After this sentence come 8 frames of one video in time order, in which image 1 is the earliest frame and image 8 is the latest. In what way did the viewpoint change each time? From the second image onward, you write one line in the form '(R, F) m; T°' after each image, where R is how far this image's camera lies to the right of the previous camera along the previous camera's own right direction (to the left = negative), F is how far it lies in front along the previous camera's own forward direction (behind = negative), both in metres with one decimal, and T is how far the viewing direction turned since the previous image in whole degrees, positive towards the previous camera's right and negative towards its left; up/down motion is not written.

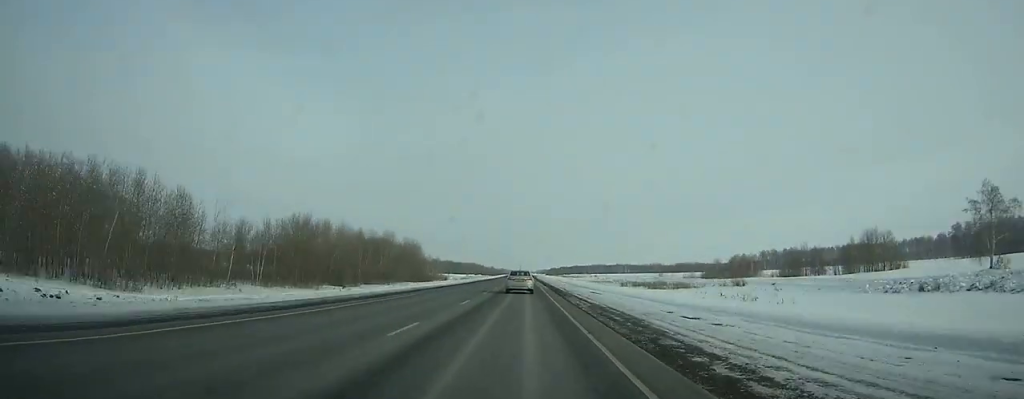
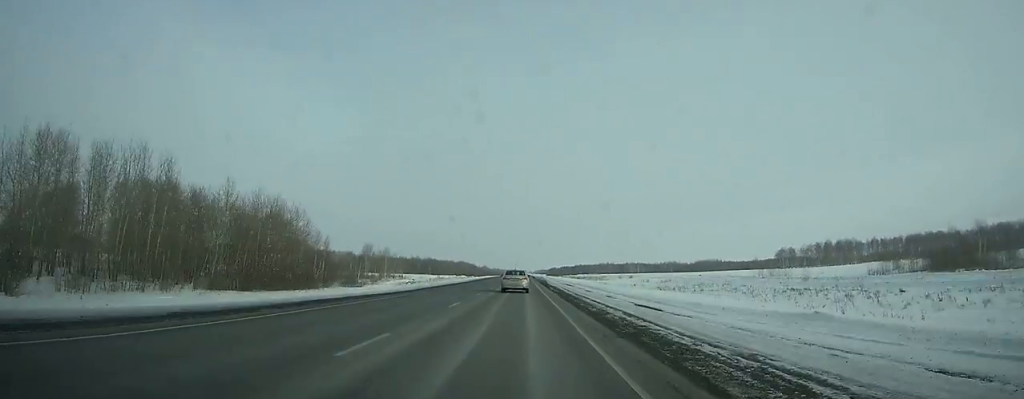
(+0.3, +111.5) m; 0°
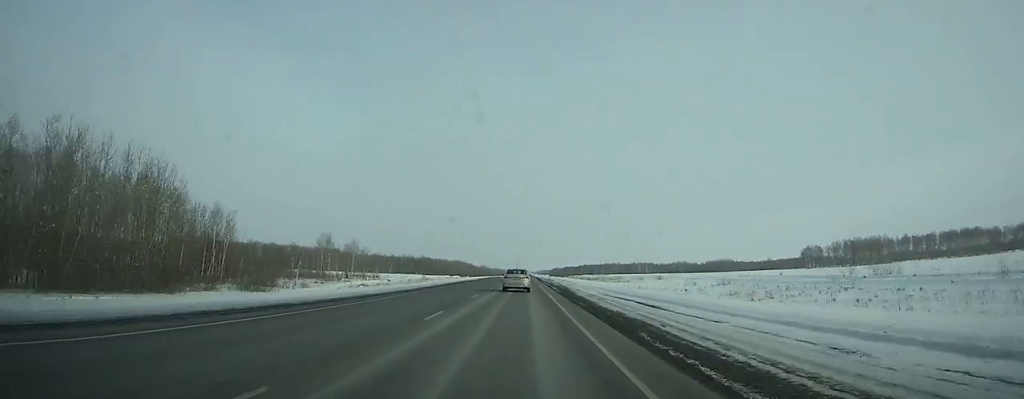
(-0.1, +41.5) m; 0°
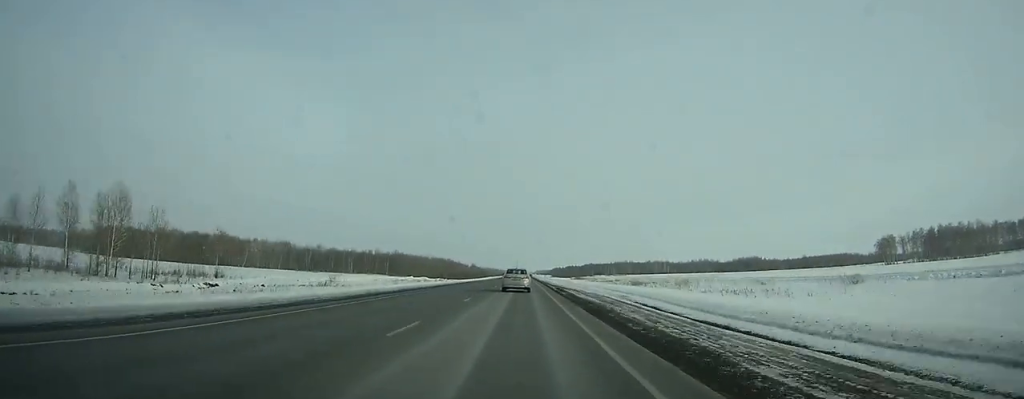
(-0.1, +100.4) m; 0°
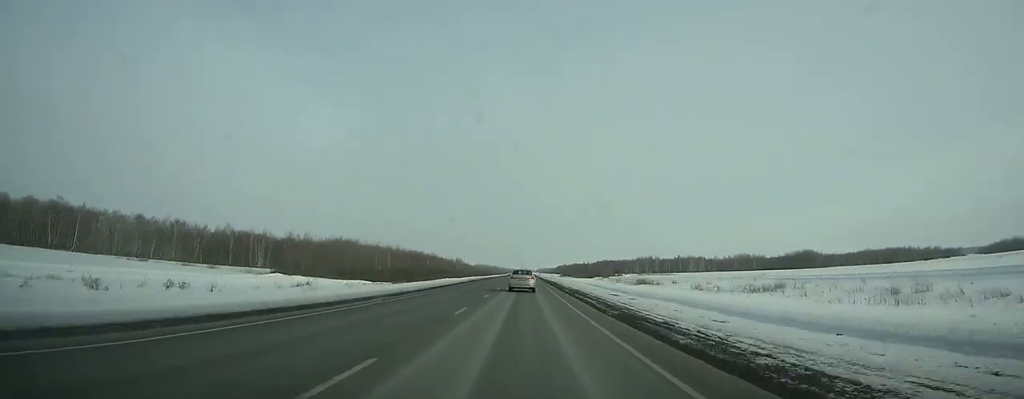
(-0.2, +127.3) m; 0°
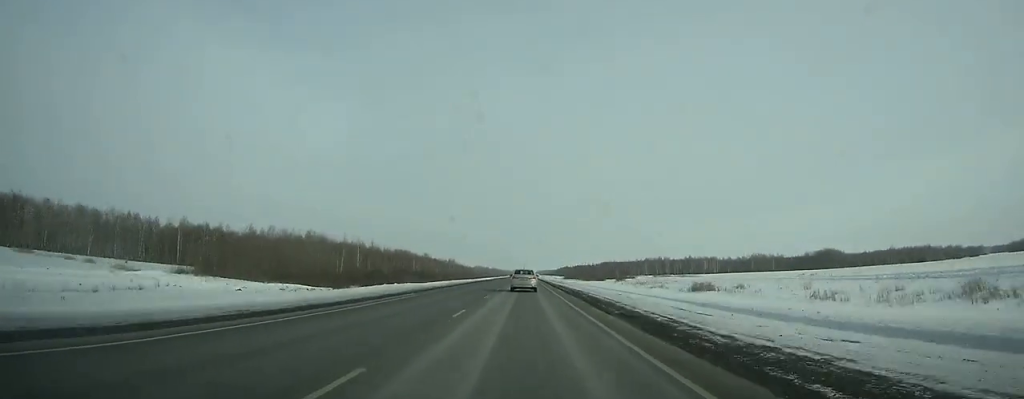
(-0.1, +37.1) m; 0°
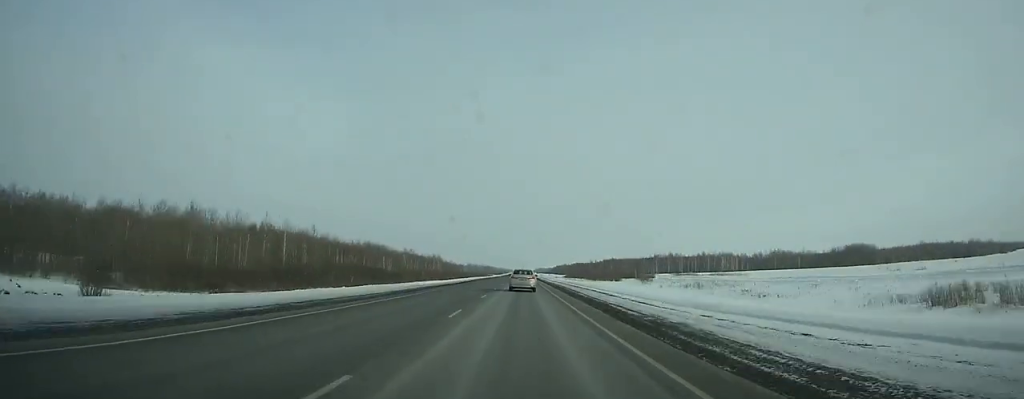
(+0.2, +48.7) m; 0°
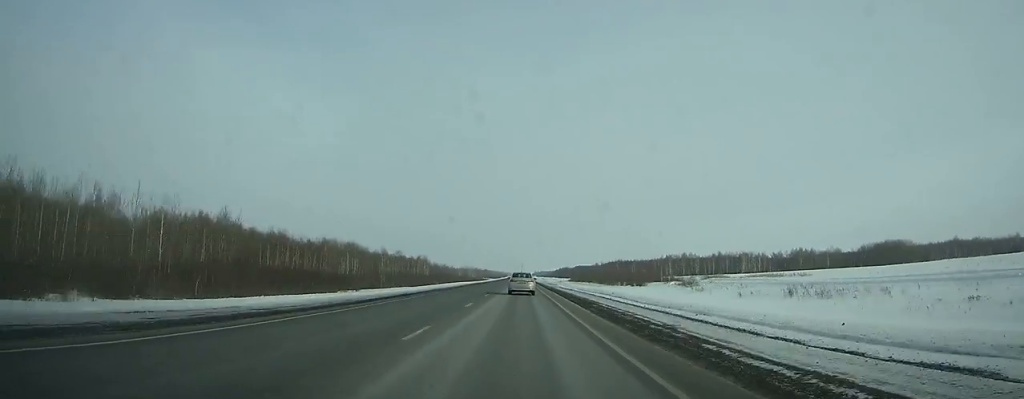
(+0.1, +40.2) m; 0°
